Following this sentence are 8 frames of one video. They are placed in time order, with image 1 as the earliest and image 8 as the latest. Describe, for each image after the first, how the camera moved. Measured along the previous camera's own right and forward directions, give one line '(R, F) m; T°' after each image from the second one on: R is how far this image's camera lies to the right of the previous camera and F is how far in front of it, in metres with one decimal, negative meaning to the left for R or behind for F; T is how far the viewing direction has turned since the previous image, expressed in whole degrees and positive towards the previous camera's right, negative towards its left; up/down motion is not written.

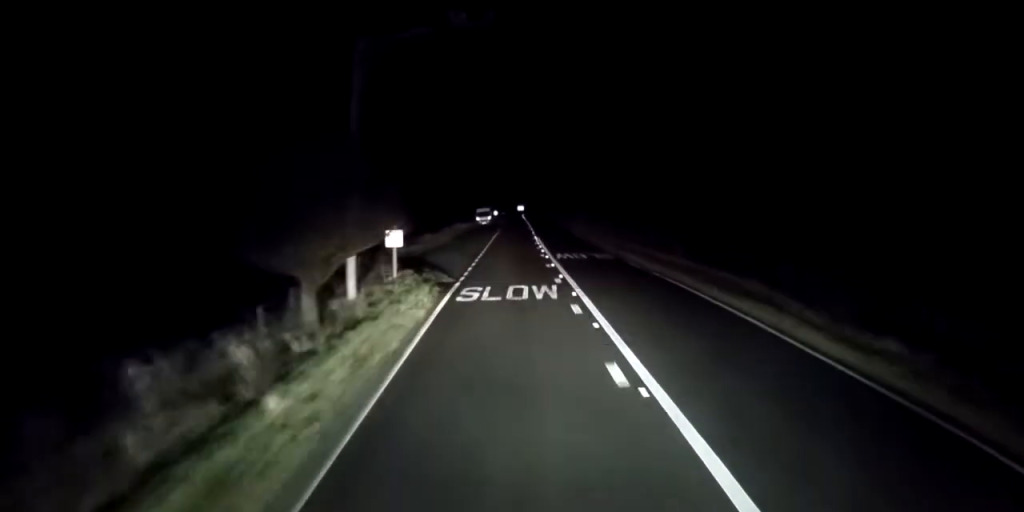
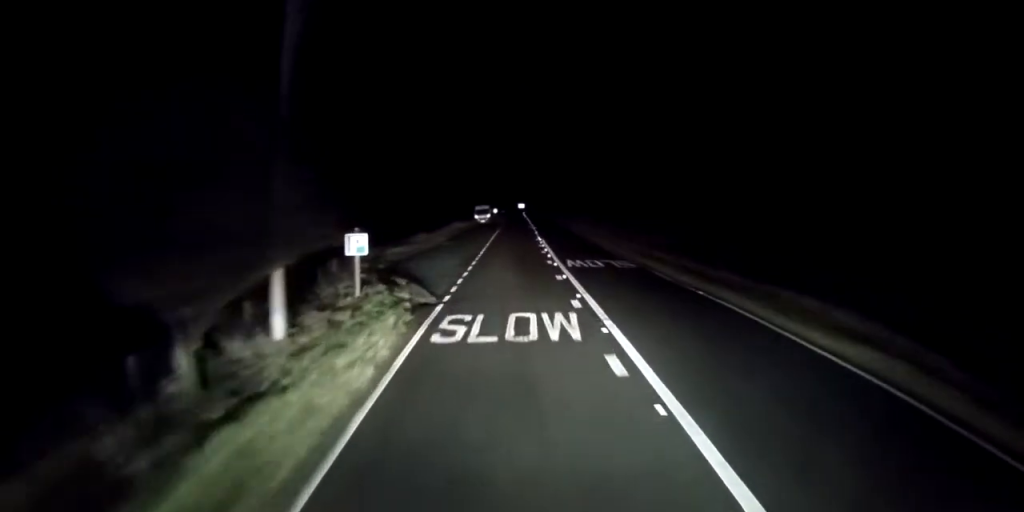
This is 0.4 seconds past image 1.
(0.0, +5.4) m; 0°
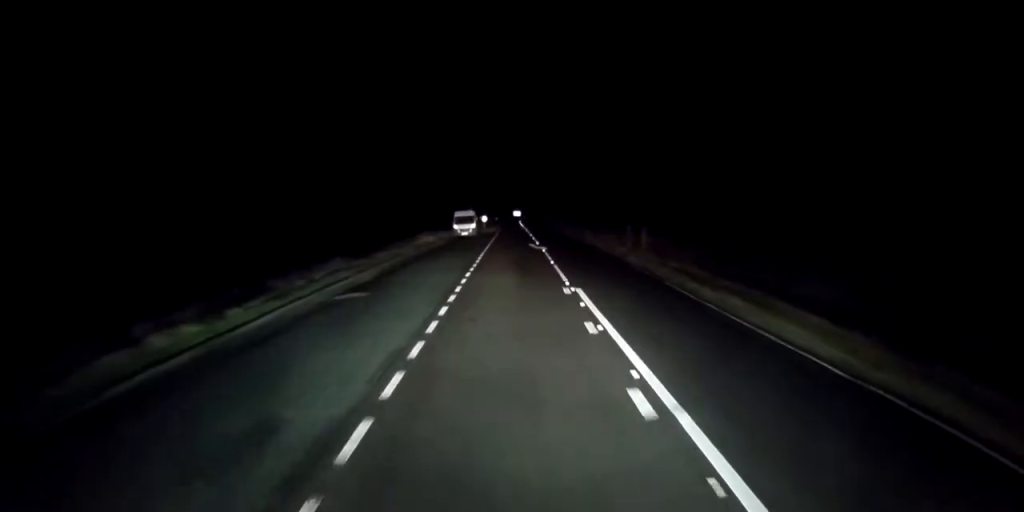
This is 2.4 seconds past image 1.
(-0.1, +24.7) m; 0°
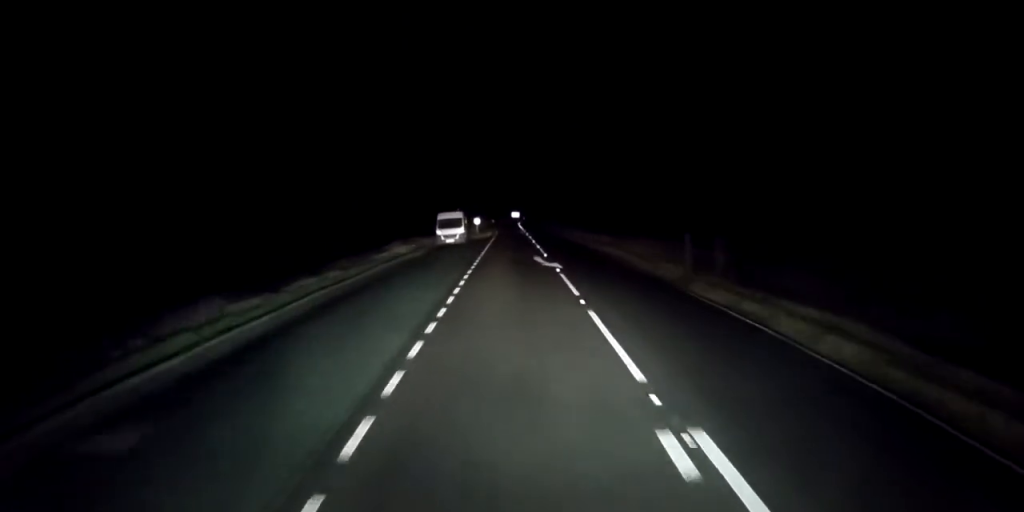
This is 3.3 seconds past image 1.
(0.0, +12.2) m; 0°
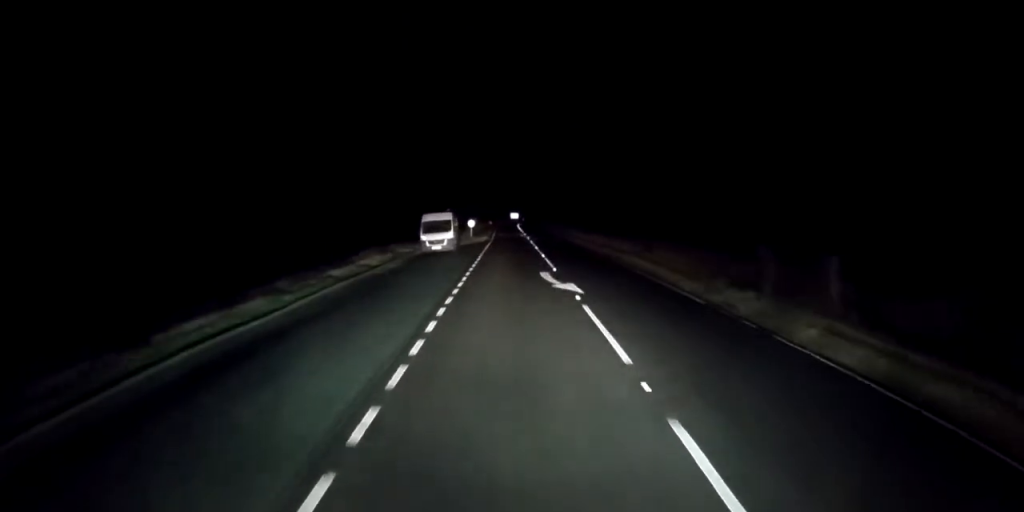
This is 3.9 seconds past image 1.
(0.0, +7.1) m; 0°
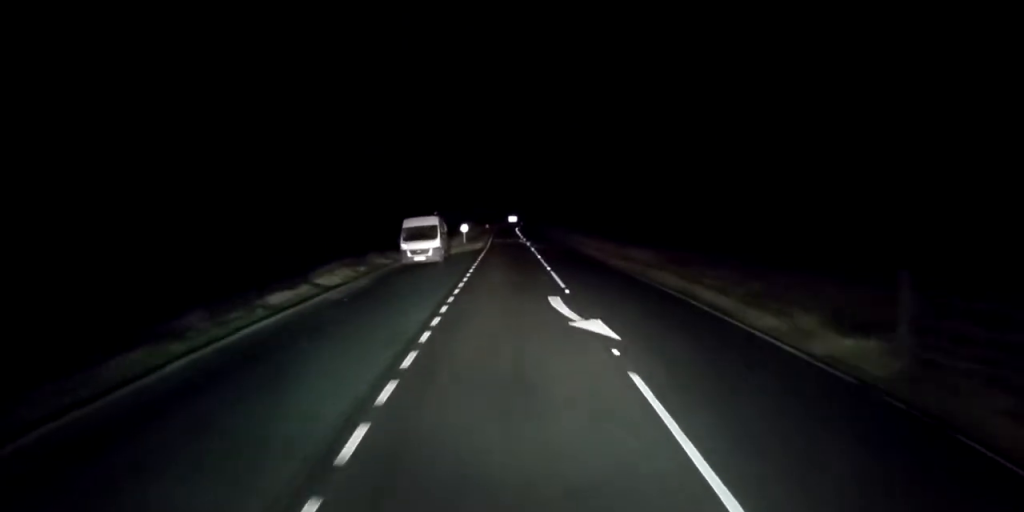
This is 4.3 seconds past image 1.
(0.0, +5.7) m; 0°
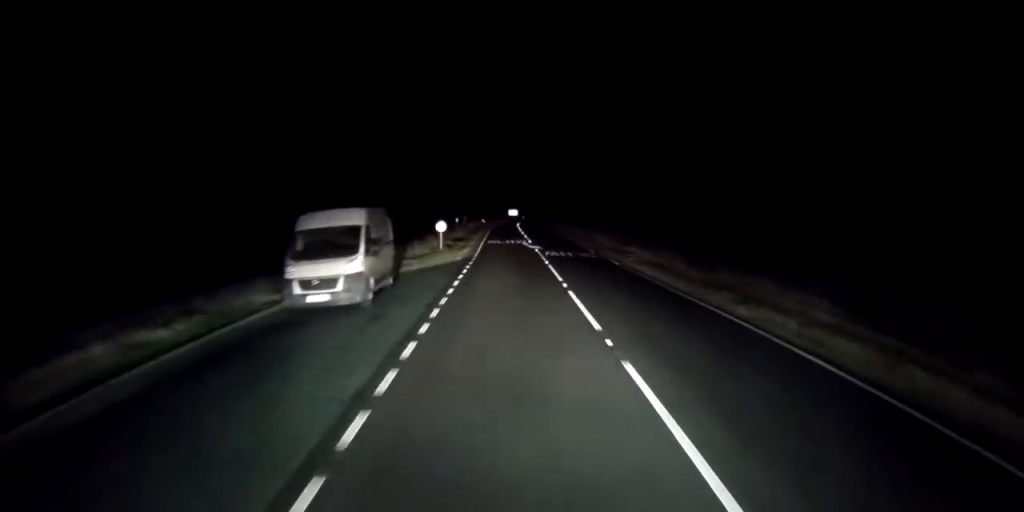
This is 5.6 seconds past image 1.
(+0.1, +14.5) m; +1°
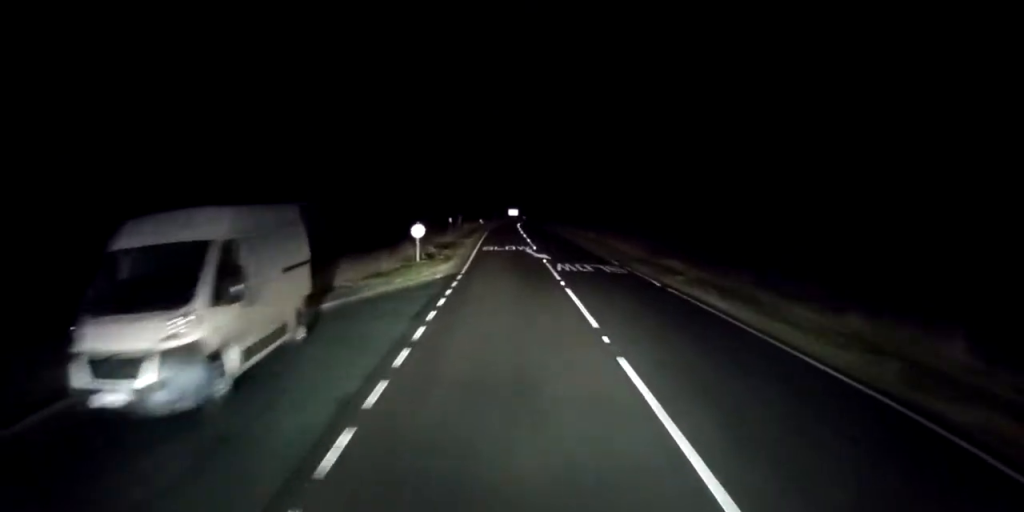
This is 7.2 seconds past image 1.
(+0.1, +20.1) m; 0°
